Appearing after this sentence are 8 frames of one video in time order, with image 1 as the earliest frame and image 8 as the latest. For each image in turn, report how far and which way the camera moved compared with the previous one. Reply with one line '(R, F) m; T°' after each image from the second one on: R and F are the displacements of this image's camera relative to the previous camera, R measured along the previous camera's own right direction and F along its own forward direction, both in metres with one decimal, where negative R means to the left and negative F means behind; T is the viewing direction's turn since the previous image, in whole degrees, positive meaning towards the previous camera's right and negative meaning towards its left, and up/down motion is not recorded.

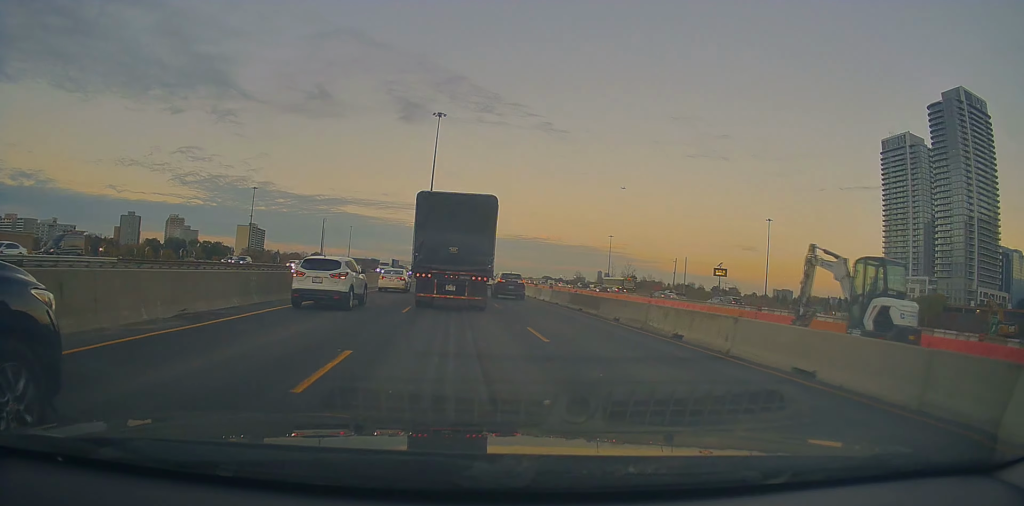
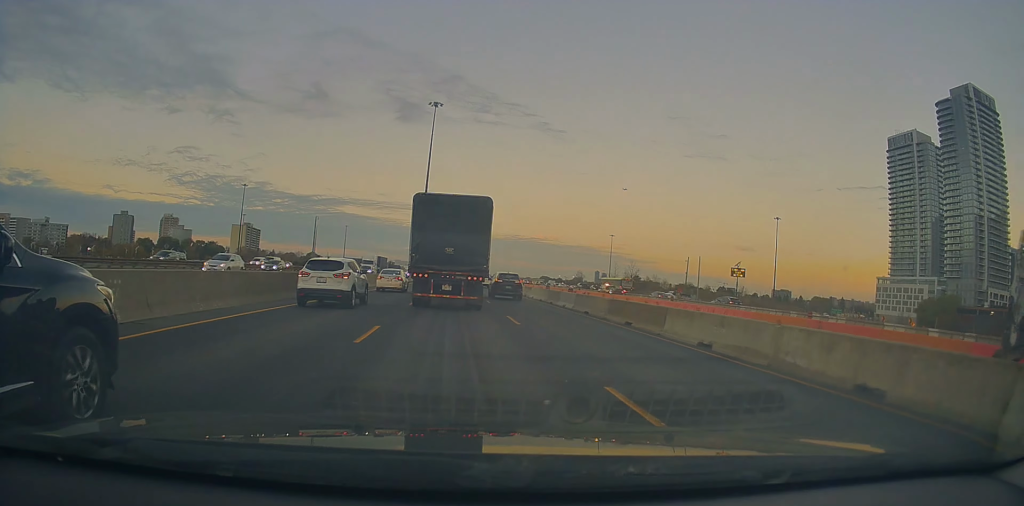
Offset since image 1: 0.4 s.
(+0.1, +8.0) m; 0°
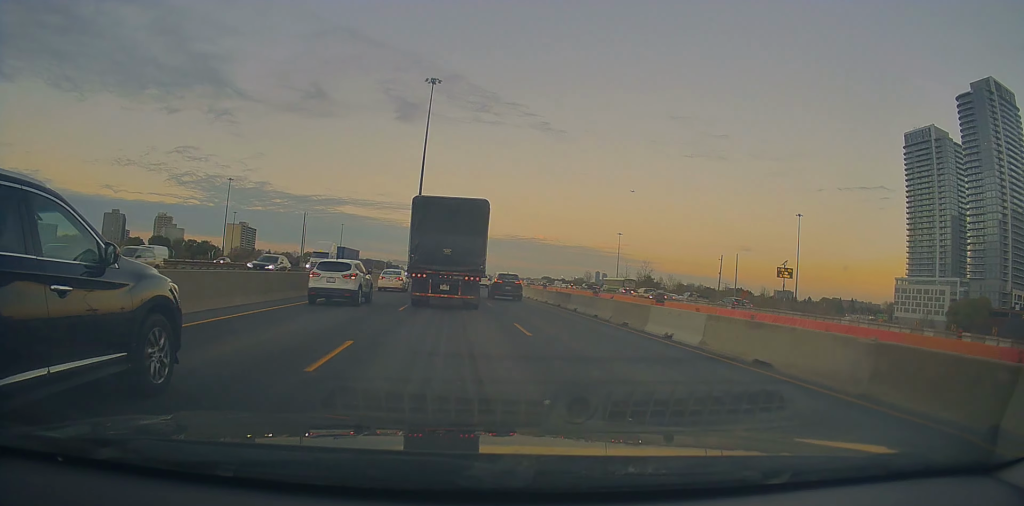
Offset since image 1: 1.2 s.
(-0.1, +15.1) m; 0°
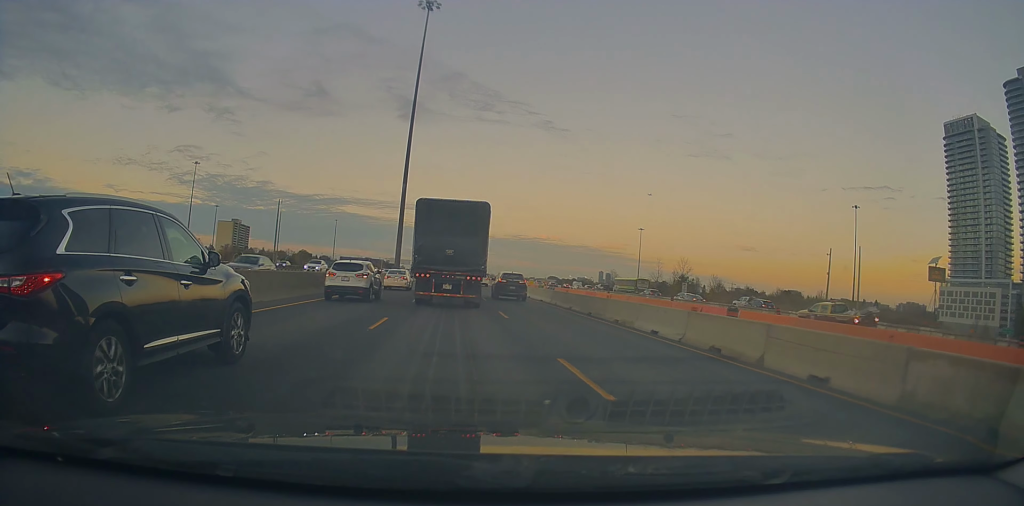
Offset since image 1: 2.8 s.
(+0.3, +31.0) m; +1°
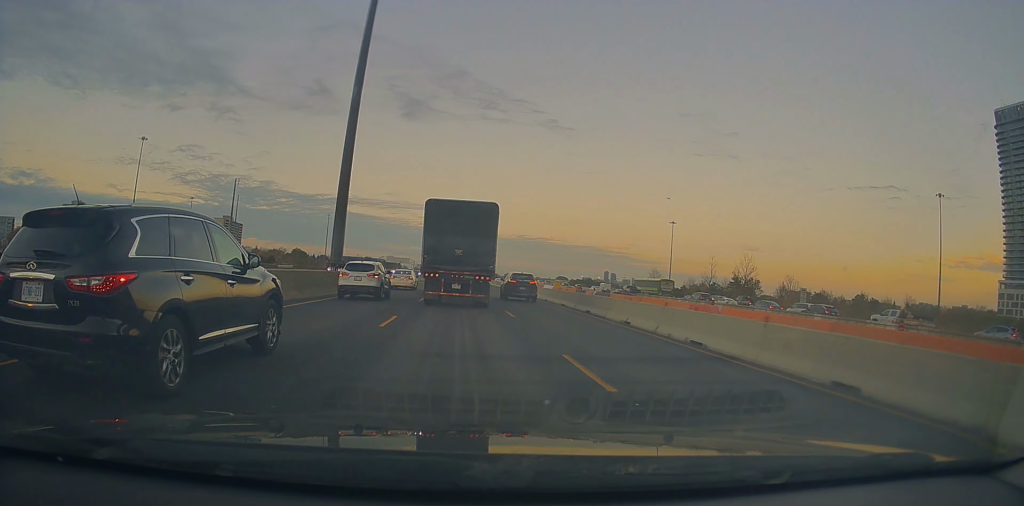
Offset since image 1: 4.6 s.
(+0.1, +35.6) m; +1°
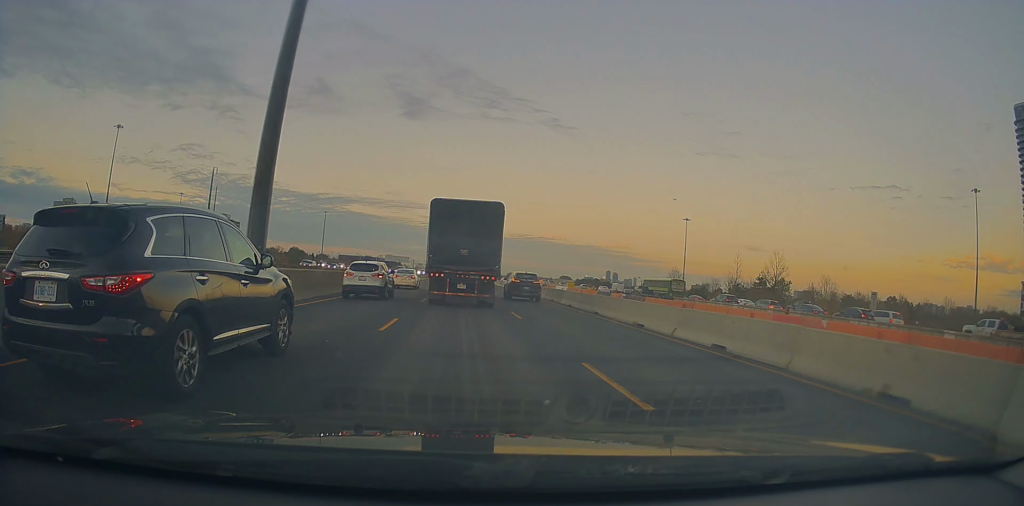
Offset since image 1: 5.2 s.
(0.0, +12.9) m; 0°
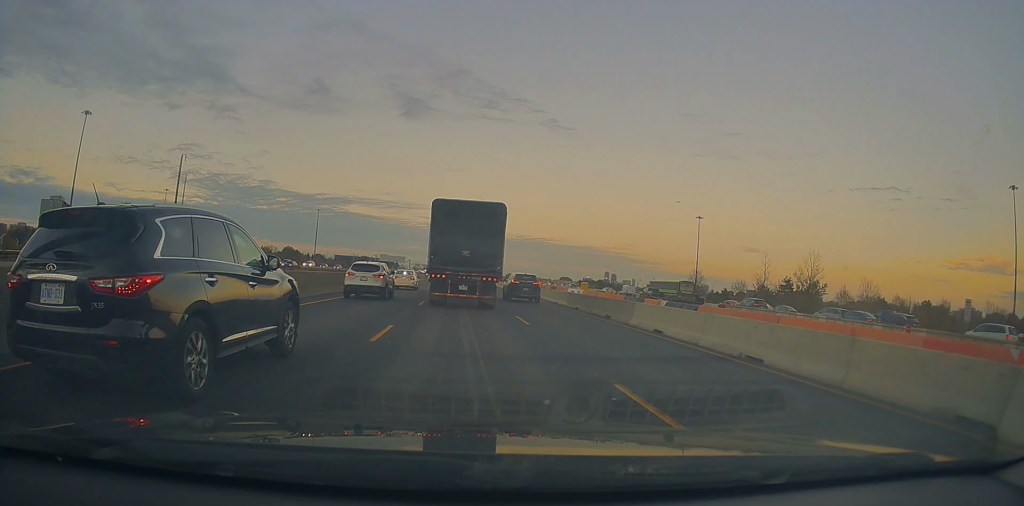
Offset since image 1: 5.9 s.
(-0.2, +13.7) m; 0°
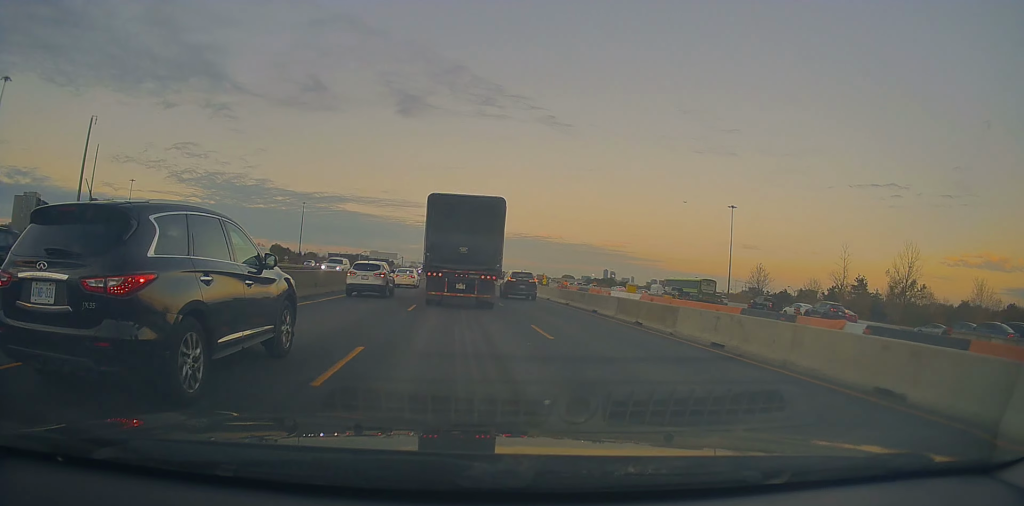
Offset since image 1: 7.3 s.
(+0.1, +27.9) m; -1°
